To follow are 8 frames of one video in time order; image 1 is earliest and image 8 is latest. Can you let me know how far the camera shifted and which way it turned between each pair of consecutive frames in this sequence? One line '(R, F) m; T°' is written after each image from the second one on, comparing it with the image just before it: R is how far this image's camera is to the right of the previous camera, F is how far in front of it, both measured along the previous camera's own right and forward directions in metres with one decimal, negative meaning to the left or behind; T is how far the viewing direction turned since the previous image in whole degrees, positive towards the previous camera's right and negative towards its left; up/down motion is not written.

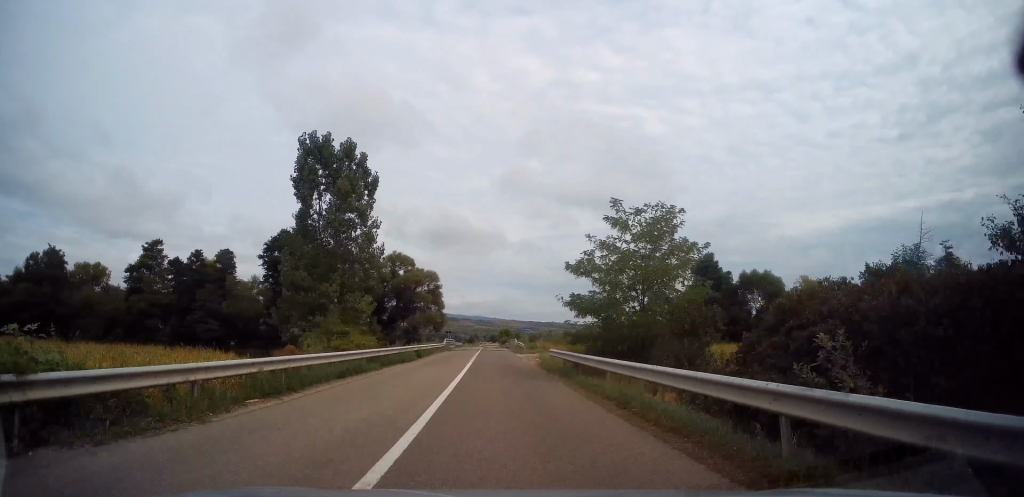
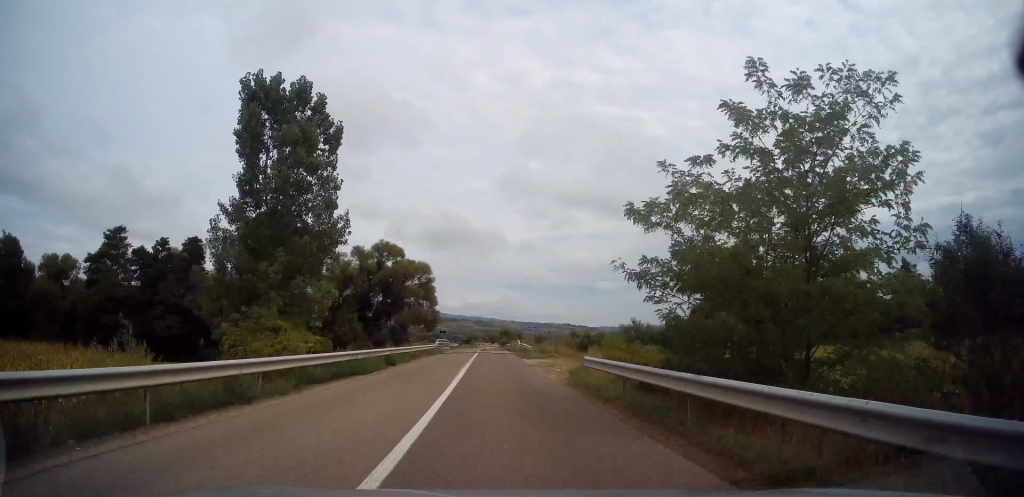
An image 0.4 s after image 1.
(0.0, +9.3) m; 0°
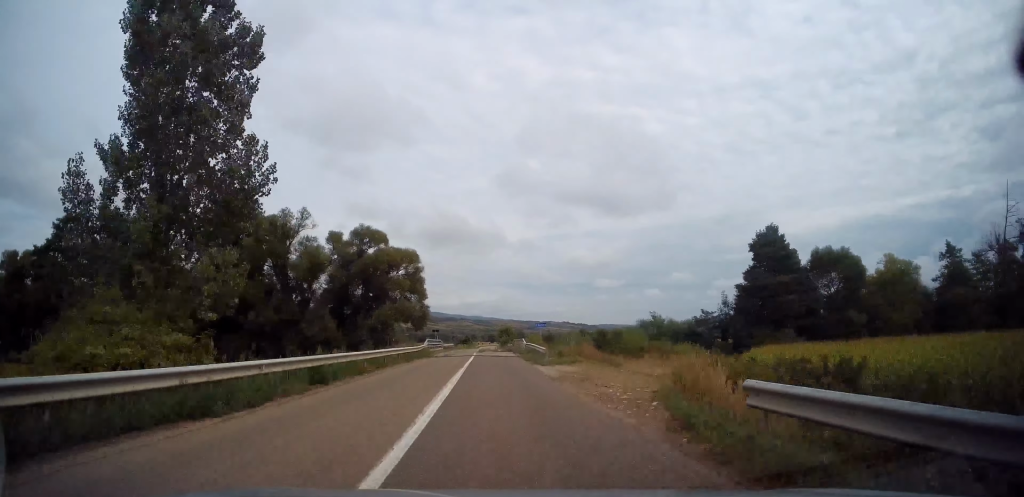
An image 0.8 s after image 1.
(0.0, +10.0) m; 0°
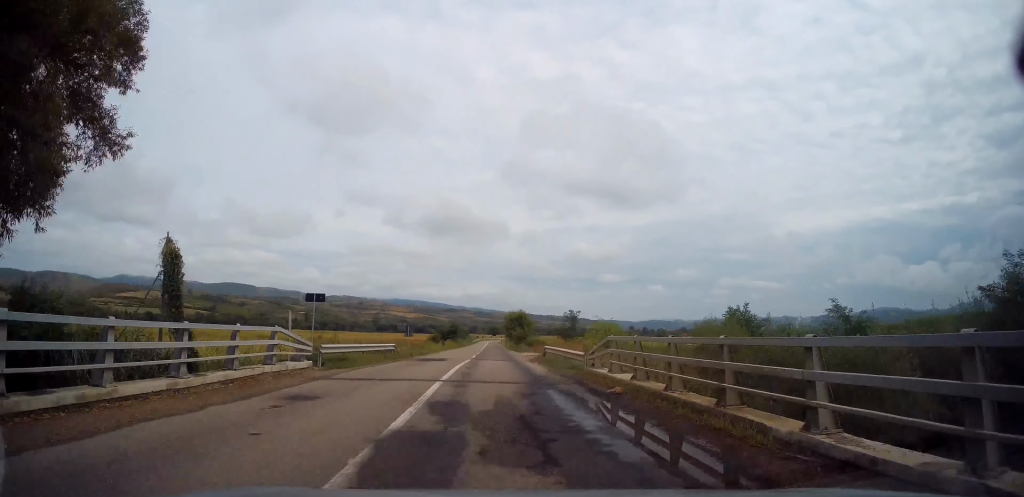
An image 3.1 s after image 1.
(-0.7, +52.1) m; 0°
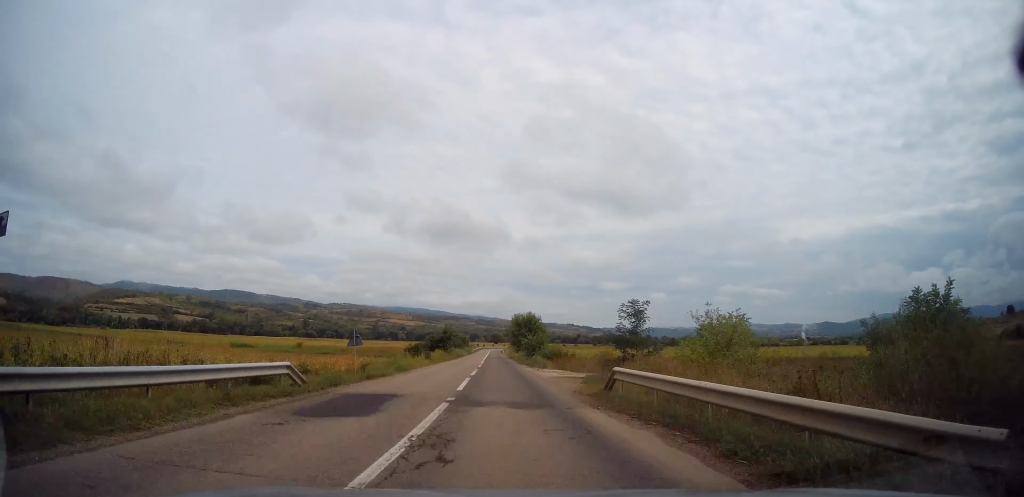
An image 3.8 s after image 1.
(+0.2, +16.0) m; 0°
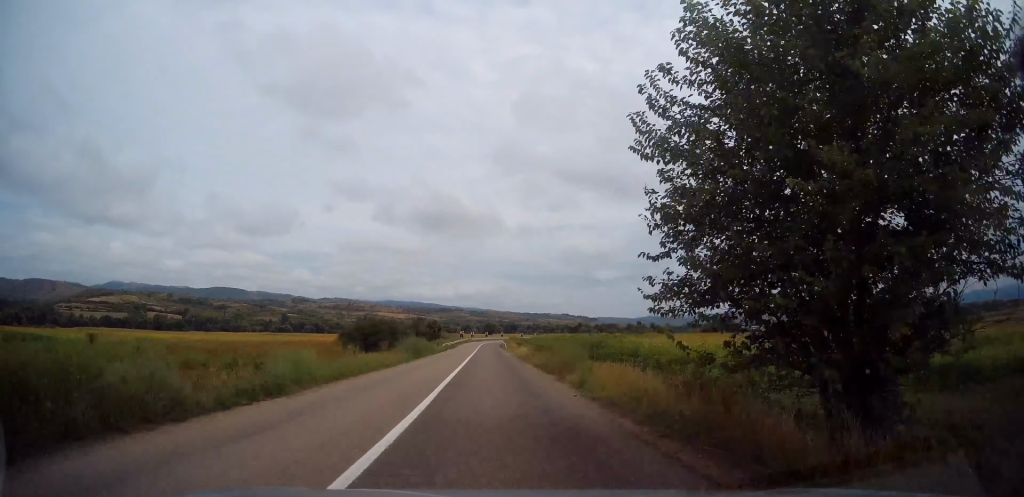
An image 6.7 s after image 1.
(-0.2, +67.3) m; 0°
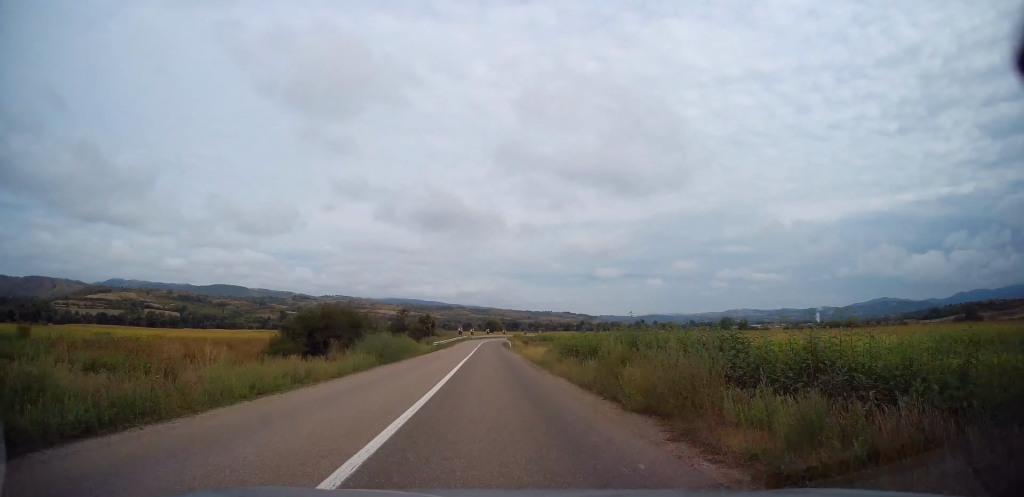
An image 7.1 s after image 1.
(-0.1, +11.2) m; 0°
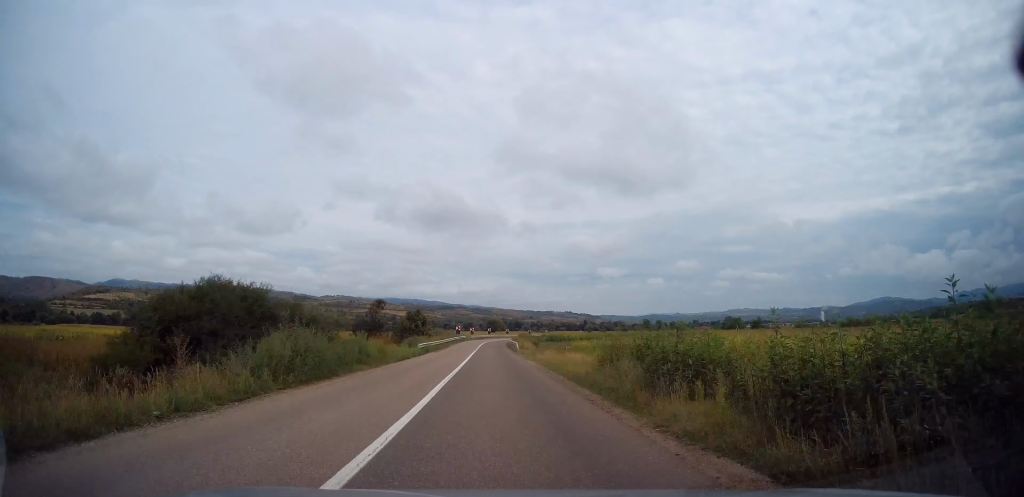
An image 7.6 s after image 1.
(+0.2, +12.0) m; 0°
